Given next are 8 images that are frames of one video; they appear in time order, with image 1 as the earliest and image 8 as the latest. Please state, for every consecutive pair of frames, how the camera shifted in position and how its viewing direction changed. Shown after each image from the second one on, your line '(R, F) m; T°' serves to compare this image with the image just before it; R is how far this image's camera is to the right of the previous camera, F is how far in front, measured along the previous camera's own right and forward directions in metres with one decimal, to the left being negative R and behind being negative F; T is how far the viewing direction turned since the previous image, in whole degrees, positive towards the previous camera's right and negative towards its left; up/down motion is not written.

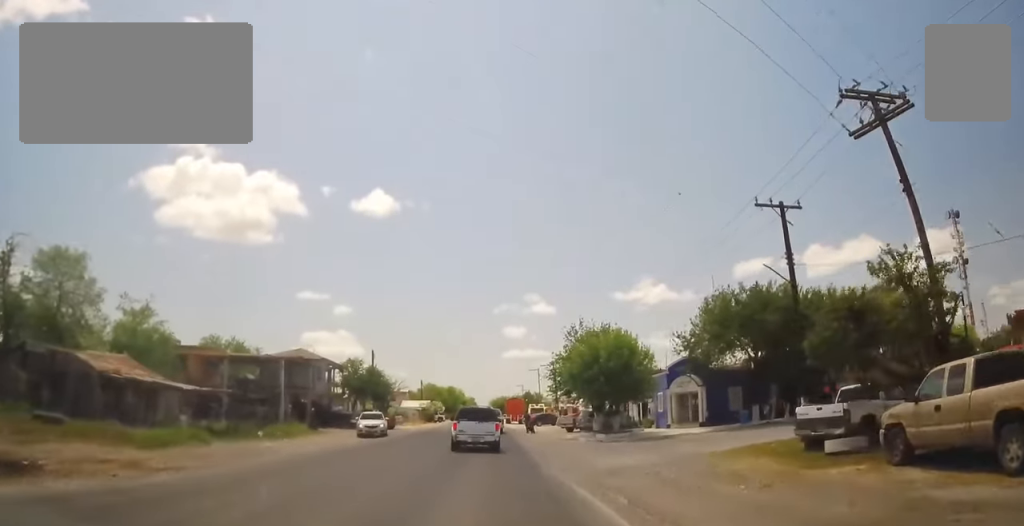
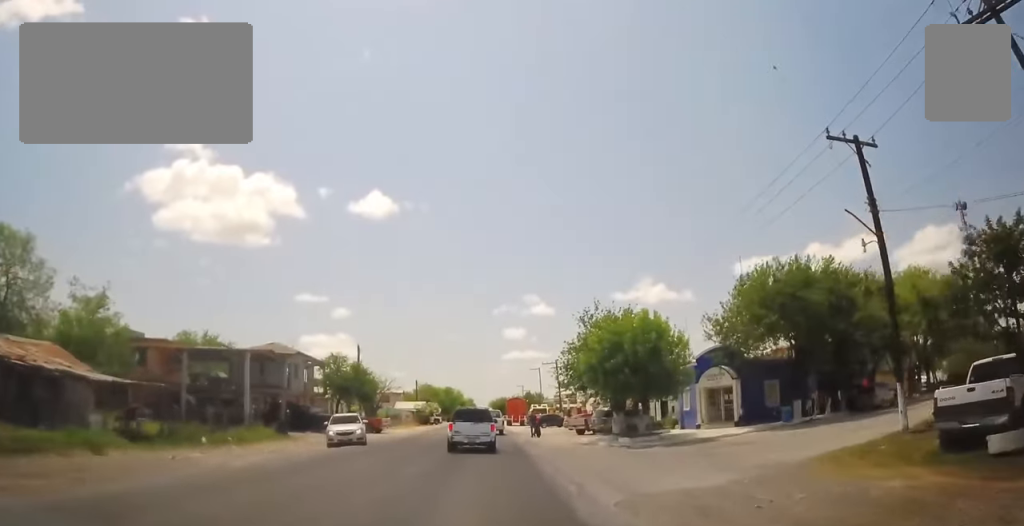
(0.0, +6.4) m; 0°
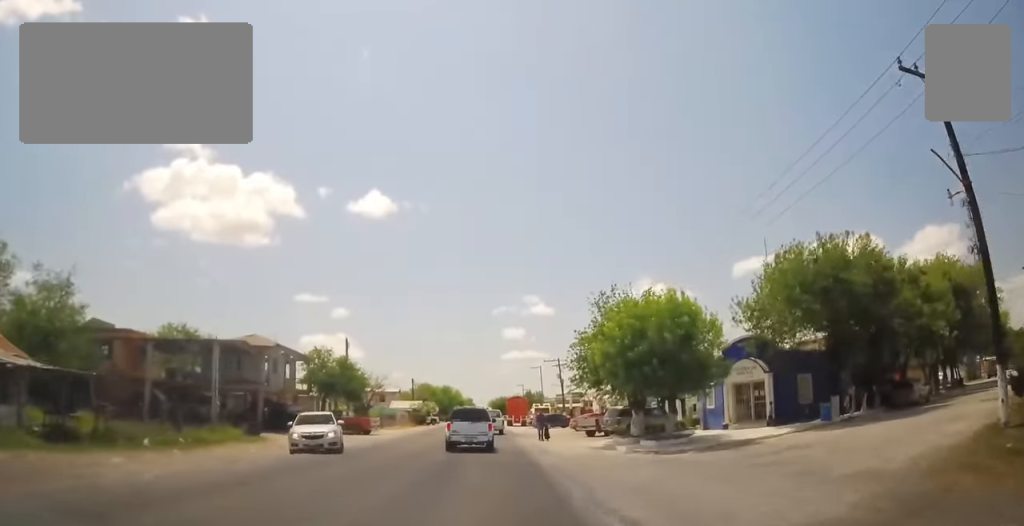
(0.0, +4.5) m; 0°
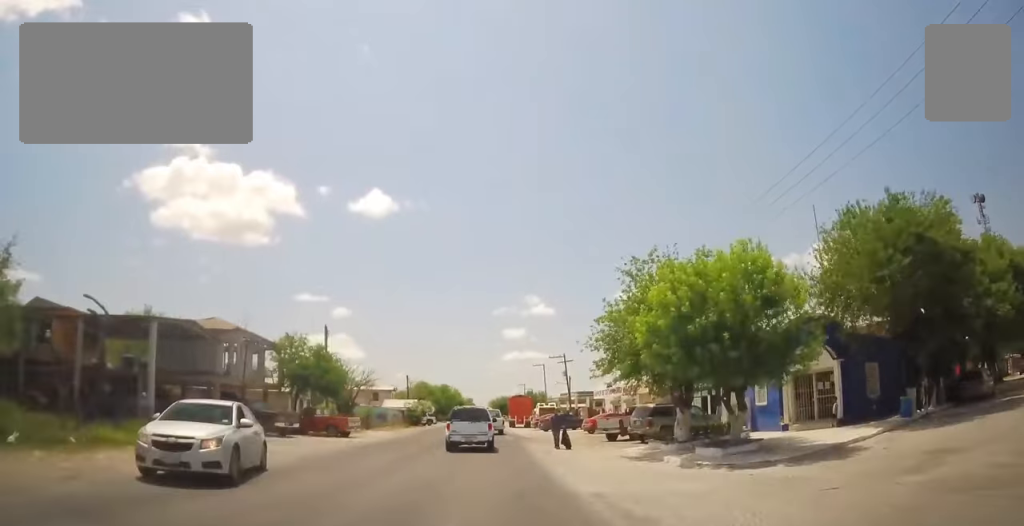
(0.0, +6.5) m; 0°
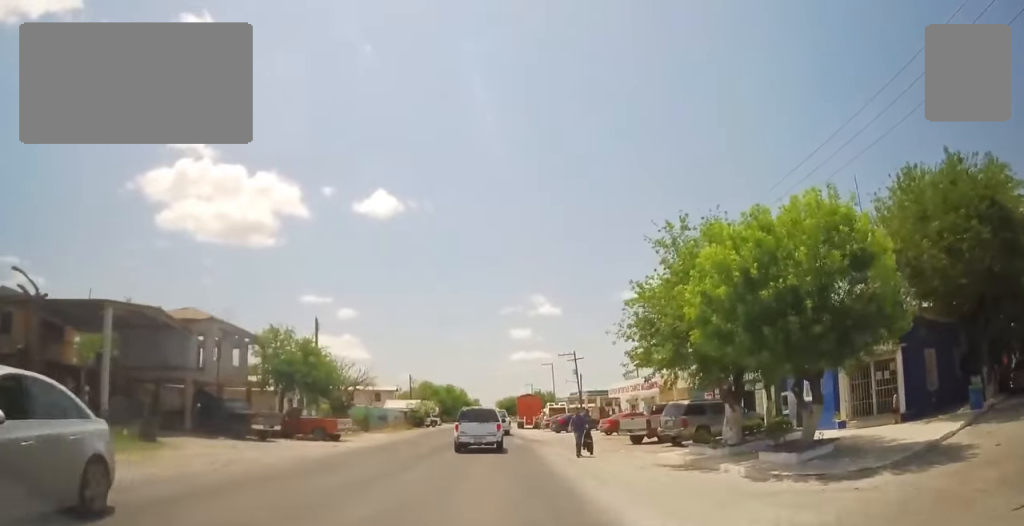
(0.0, +3.9) m; 0°
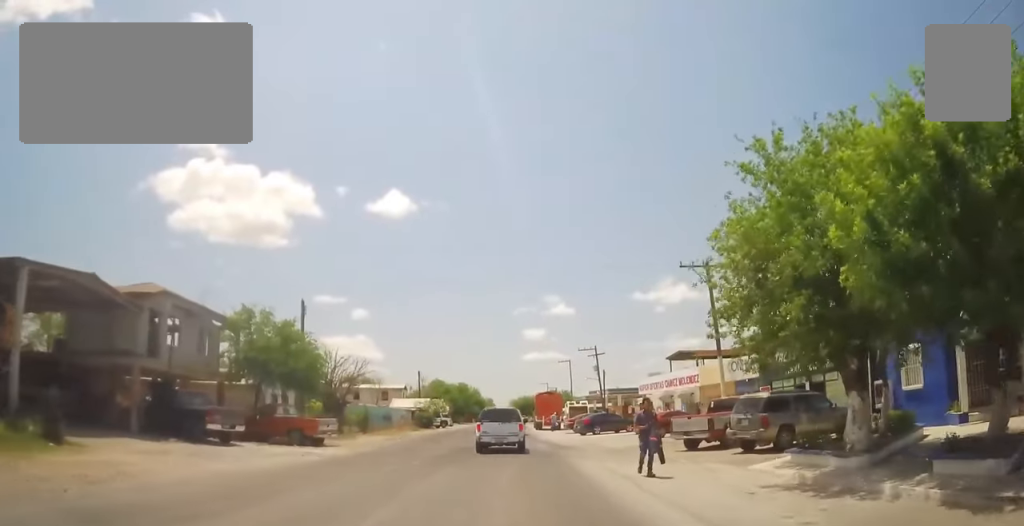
(0.0, +5.9) m; 0°
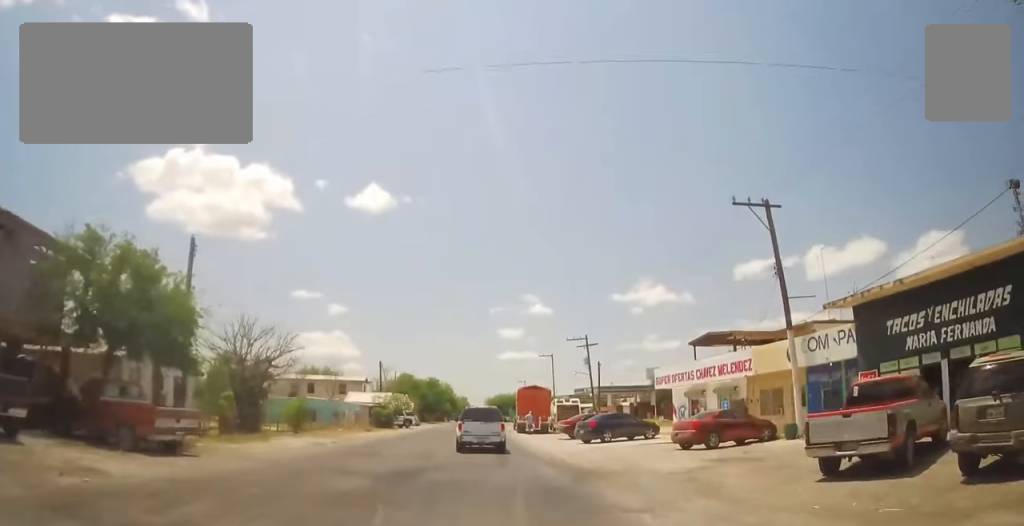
(0.0, +11.5) m; 0°
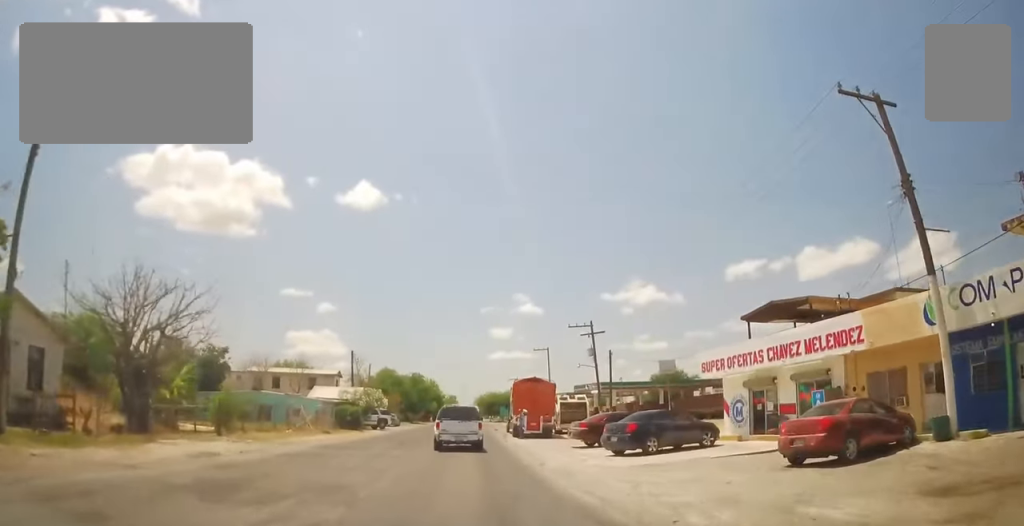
(0.0, +9.9) m; 0°
